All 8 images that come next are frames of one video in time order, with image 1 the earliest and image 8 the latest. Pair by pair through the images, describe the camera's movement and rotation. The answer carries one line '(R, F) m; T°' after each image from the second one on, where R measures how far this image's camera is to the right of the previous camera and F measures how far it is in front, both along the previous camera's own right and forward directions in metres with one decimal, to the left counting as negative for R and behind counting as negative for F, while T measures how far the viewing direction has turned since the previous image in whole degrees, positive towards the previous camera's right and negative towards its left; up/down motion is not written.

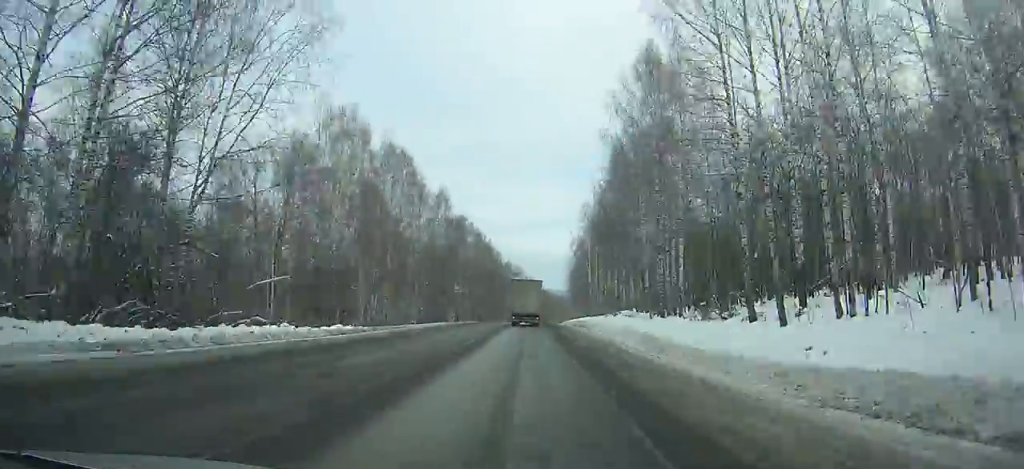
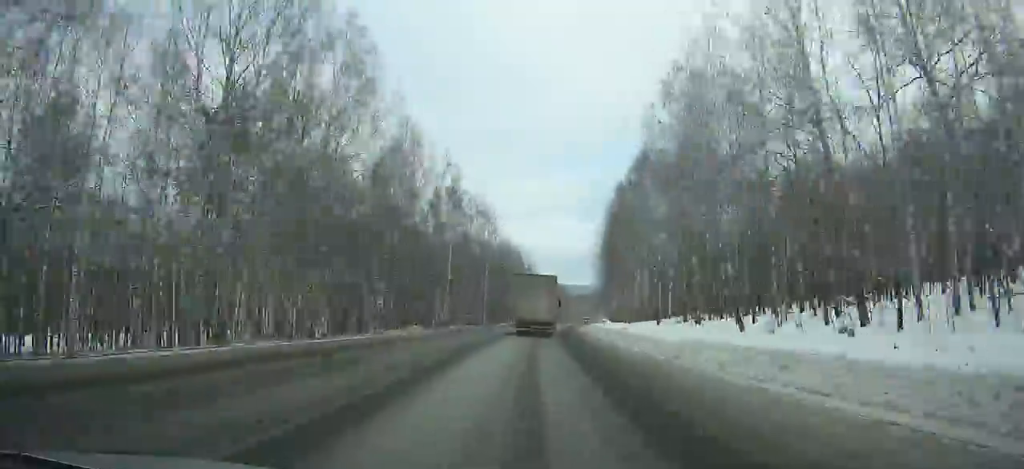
(+1.5, +105.9) m; +3°
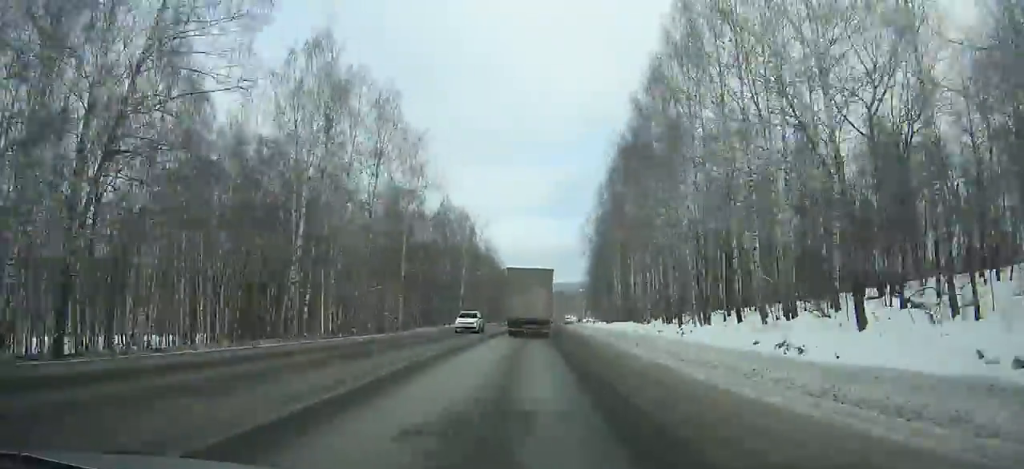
(+0.3, +41.5) m; +2°
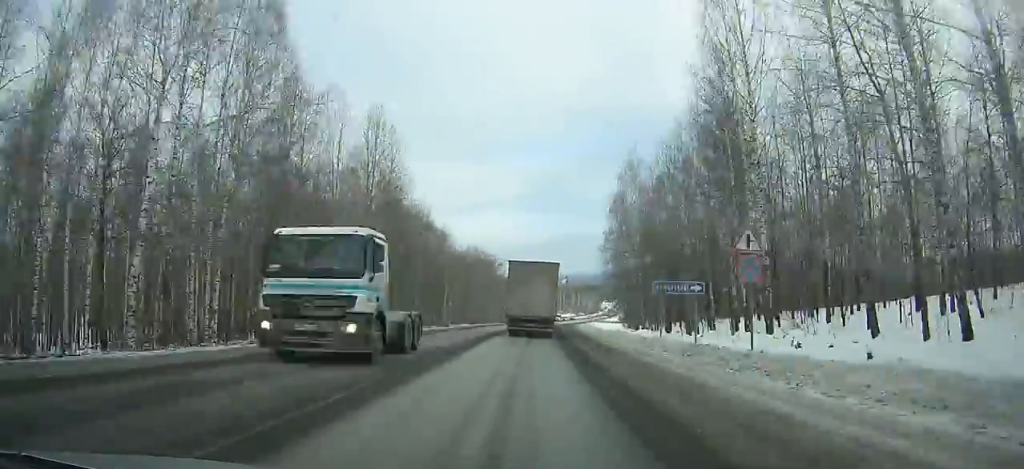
(+3.3, +79.1) m; +4°
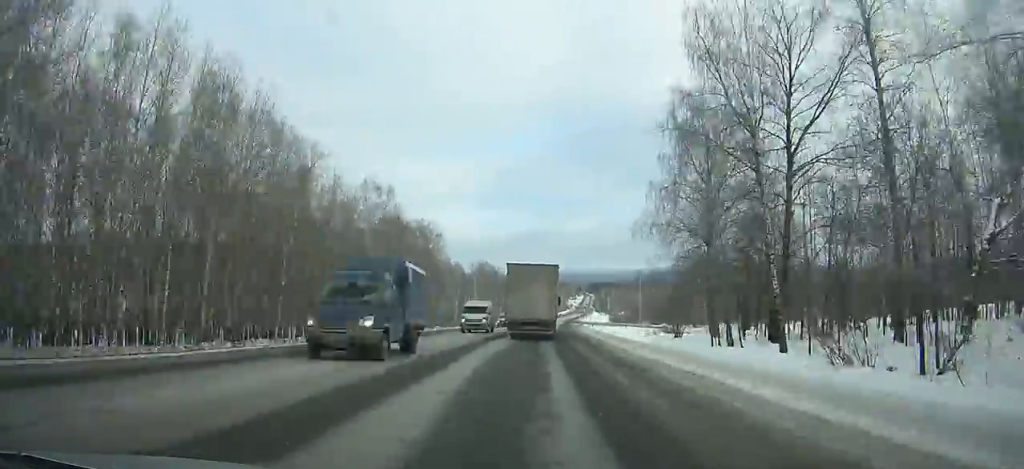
(+0.8, +61.1) m; +3°
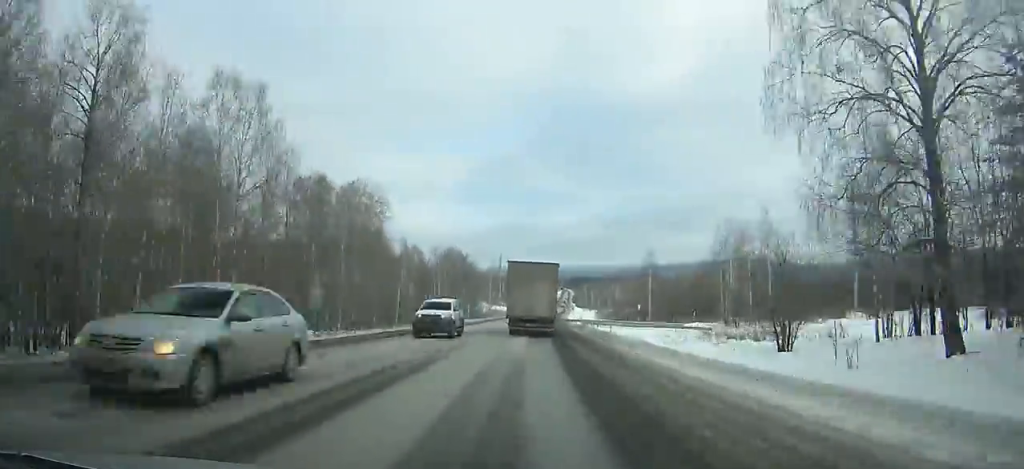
(+1.0, +32.0) m; +2°
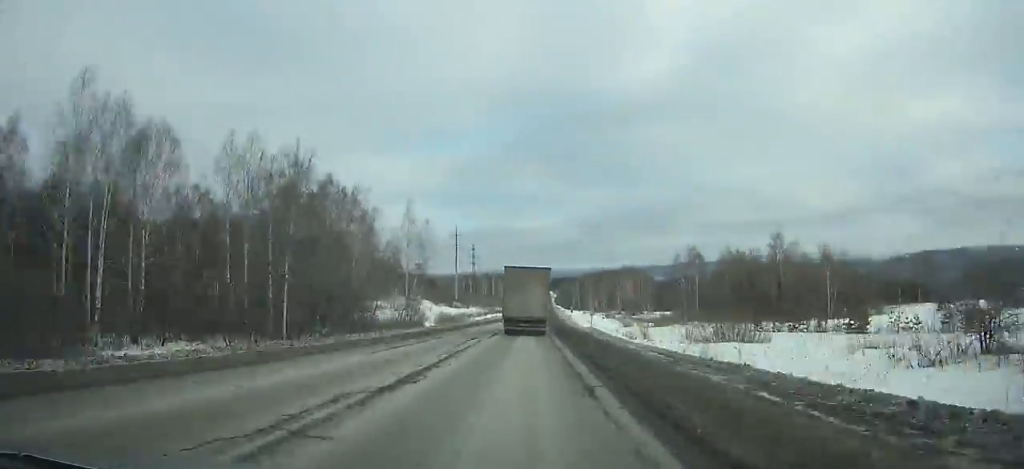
(+2.5, +95.8) m; +2°
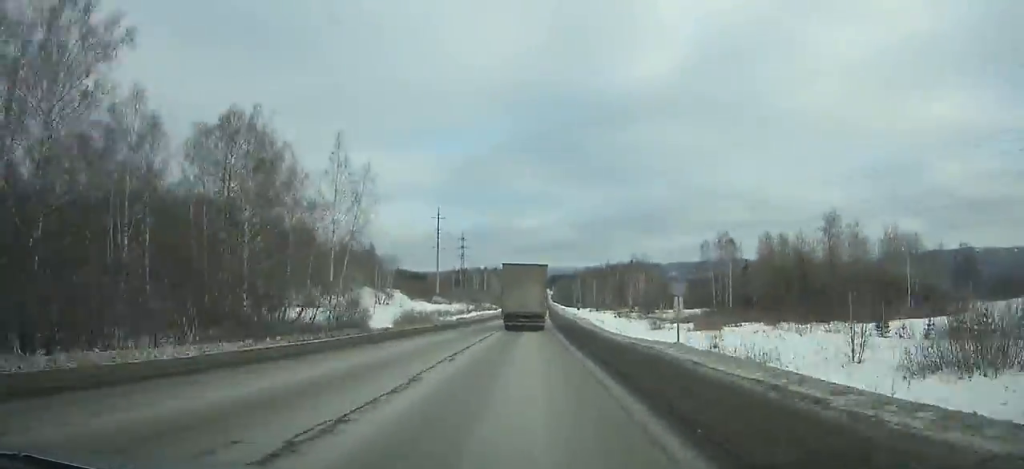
(+0.3, +31.5) m; +1°
